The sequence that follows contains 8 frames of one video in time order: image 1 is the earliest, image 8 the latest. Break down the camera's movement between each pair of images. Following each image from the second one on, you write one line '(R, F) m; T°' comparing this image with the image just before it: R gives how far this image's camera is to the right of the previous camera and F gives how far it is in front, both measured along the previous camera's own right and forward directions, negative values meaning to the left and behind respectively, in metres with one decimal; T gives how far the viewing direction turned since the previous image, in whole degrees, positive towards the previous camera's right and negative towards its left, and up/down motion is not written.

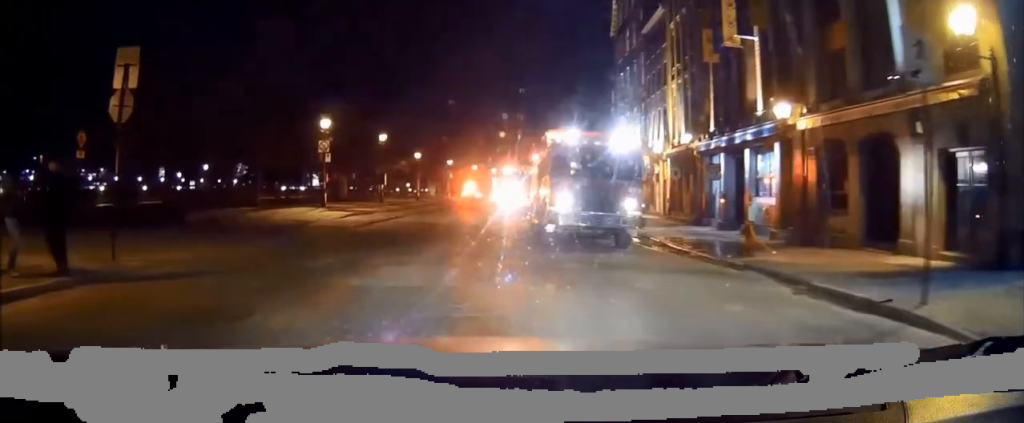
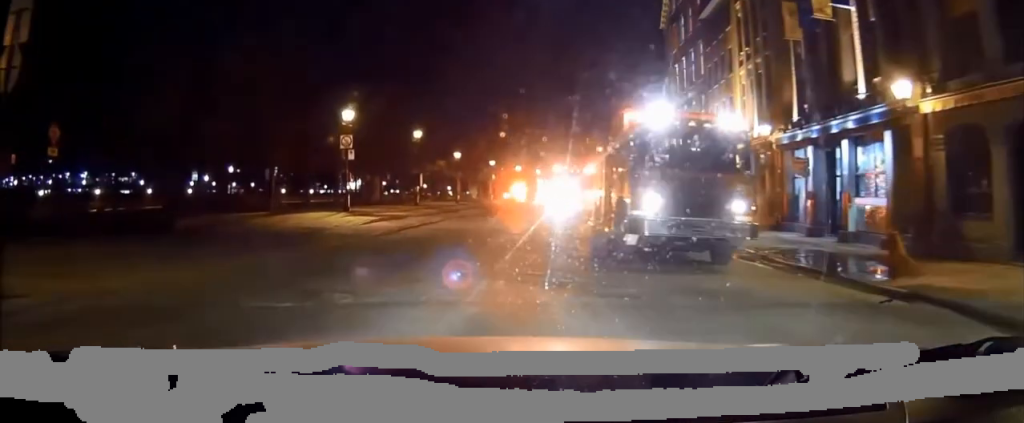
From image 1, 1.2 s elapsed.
(0.0, +3.6) m; -1°
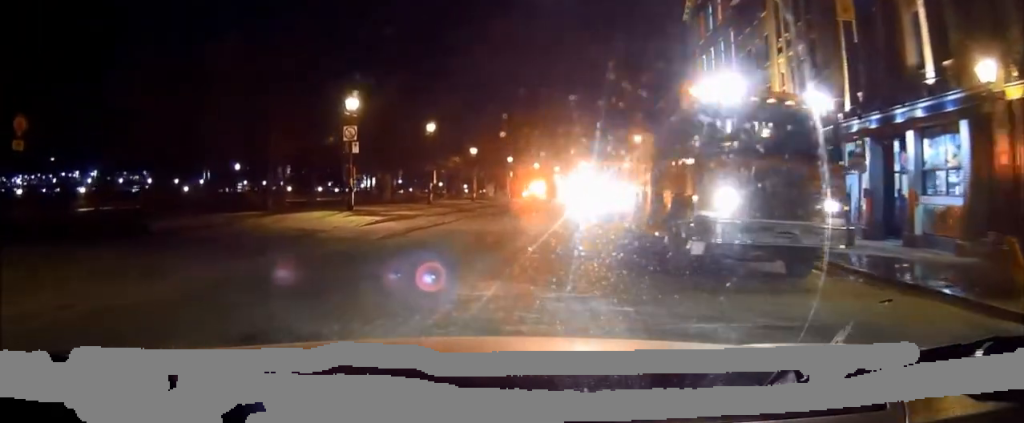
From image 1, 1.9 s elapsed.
(0.0, +2.6) m; -2°
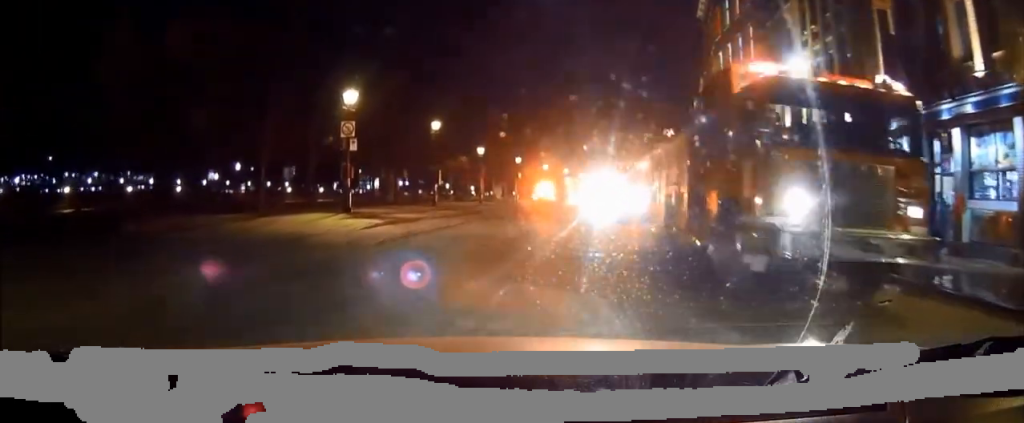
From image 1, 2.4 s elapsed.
(0.0, +1.9) m; -2°
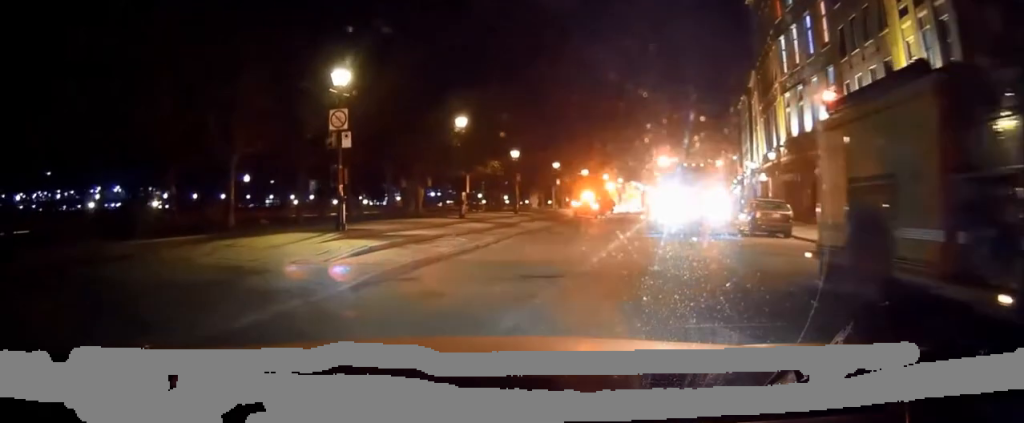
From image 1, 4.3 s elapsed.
(-0.5, +6.7) m; -10°
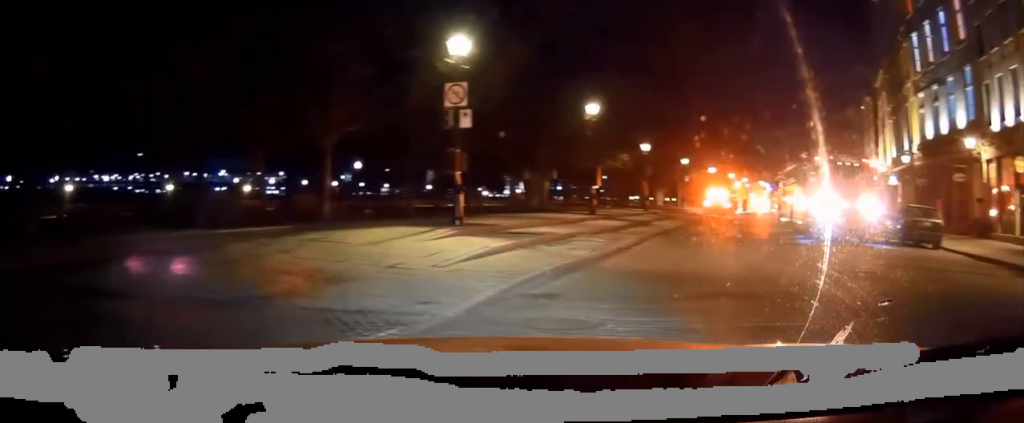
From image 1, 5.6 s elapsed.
(-0.2, +3.4) m; -8°
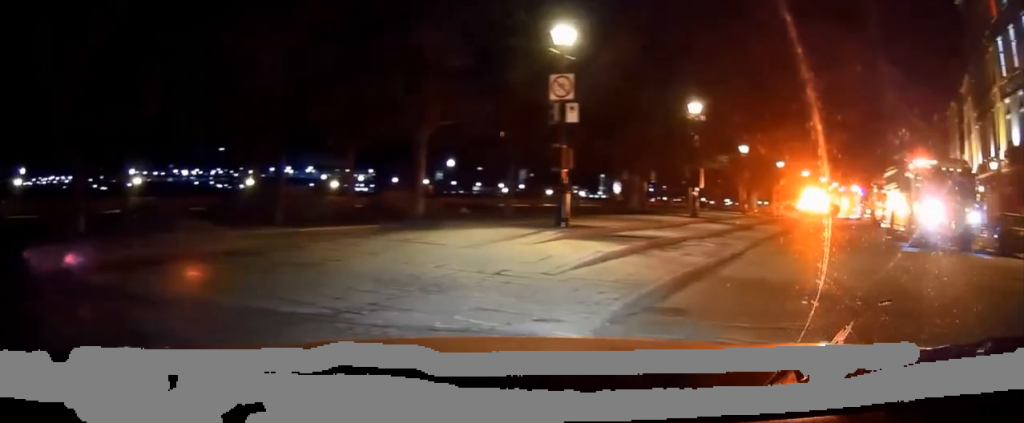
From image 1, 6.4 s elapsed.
(-0.1, +1.5) m; -6°
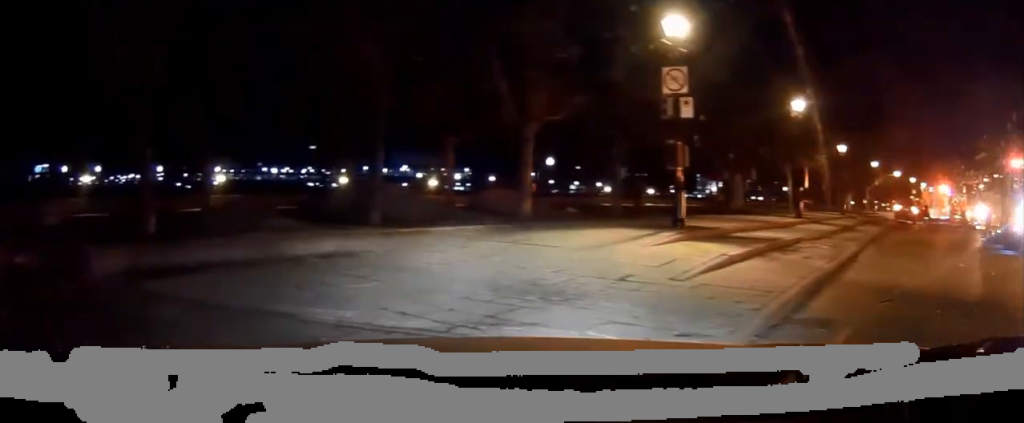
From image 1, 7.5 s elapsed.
(-0.2, +2.3) m; -6°
